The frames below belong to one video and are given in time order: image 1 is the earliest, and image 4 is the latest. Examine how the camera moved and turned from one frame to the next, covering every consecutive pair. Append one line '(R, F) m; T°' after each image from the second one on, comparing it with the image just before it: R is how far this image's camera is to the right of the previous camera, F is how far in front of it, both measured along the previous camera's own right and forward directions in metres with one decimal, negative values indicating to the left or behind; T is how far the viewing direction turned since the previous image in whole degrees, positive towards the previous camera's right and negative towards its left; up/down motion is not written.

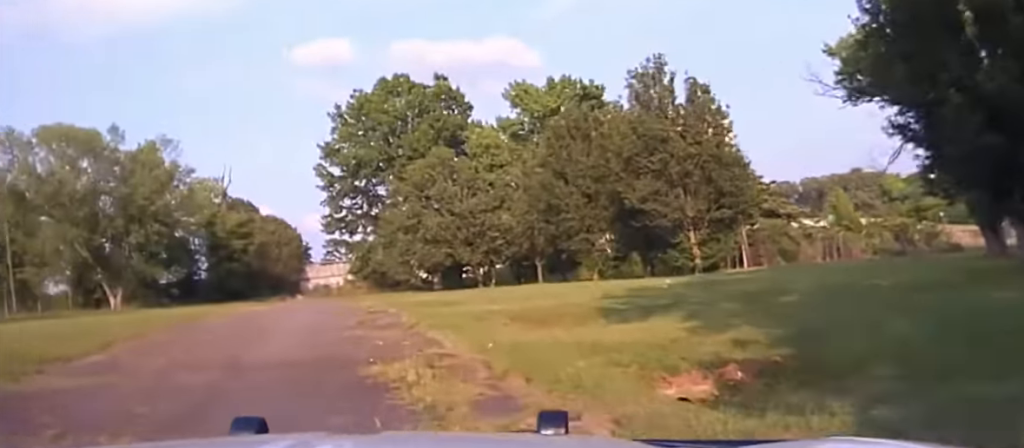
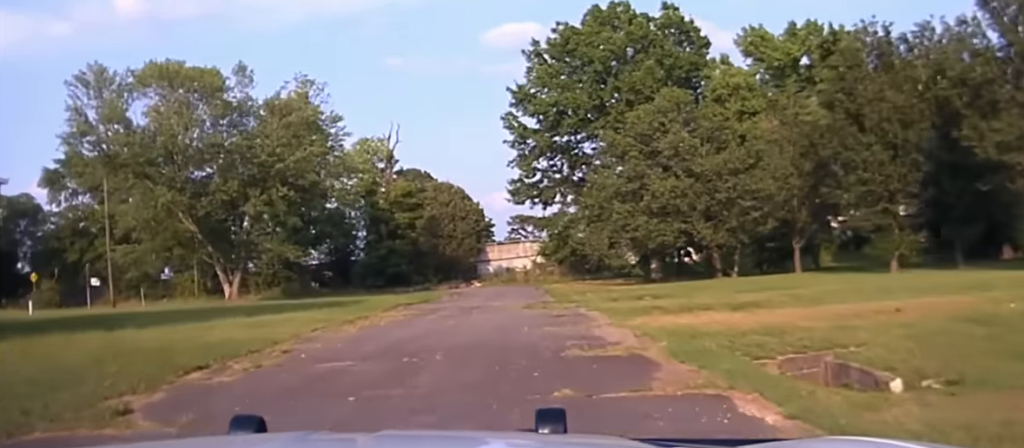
(-0.6, +16.9) m; -2°
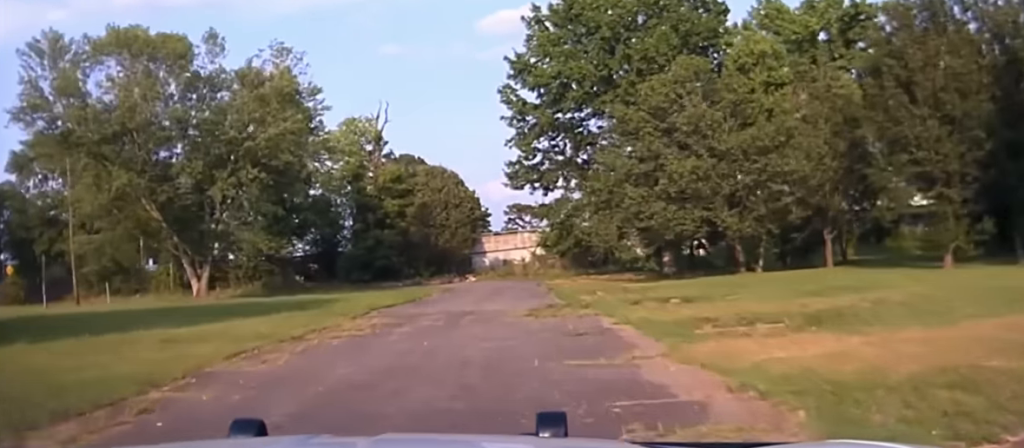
(0.0, +5.1) m; 0°
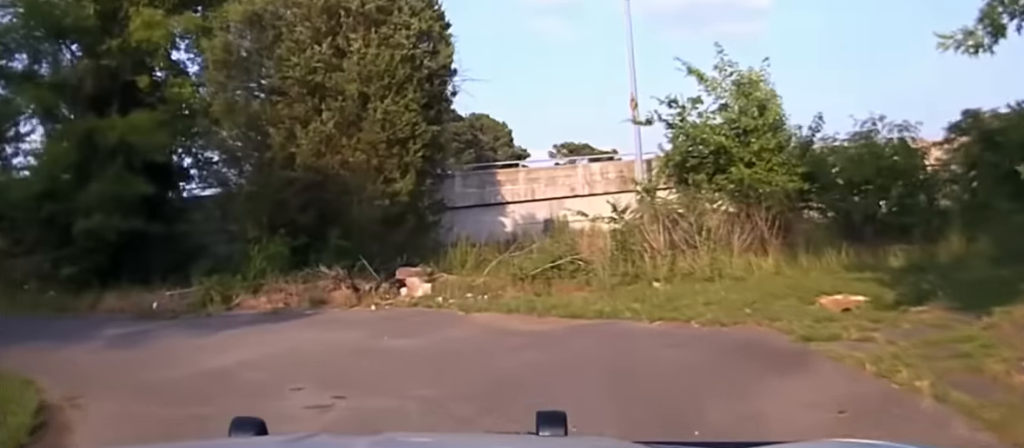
(+0.5, +52.3) m; -8°
